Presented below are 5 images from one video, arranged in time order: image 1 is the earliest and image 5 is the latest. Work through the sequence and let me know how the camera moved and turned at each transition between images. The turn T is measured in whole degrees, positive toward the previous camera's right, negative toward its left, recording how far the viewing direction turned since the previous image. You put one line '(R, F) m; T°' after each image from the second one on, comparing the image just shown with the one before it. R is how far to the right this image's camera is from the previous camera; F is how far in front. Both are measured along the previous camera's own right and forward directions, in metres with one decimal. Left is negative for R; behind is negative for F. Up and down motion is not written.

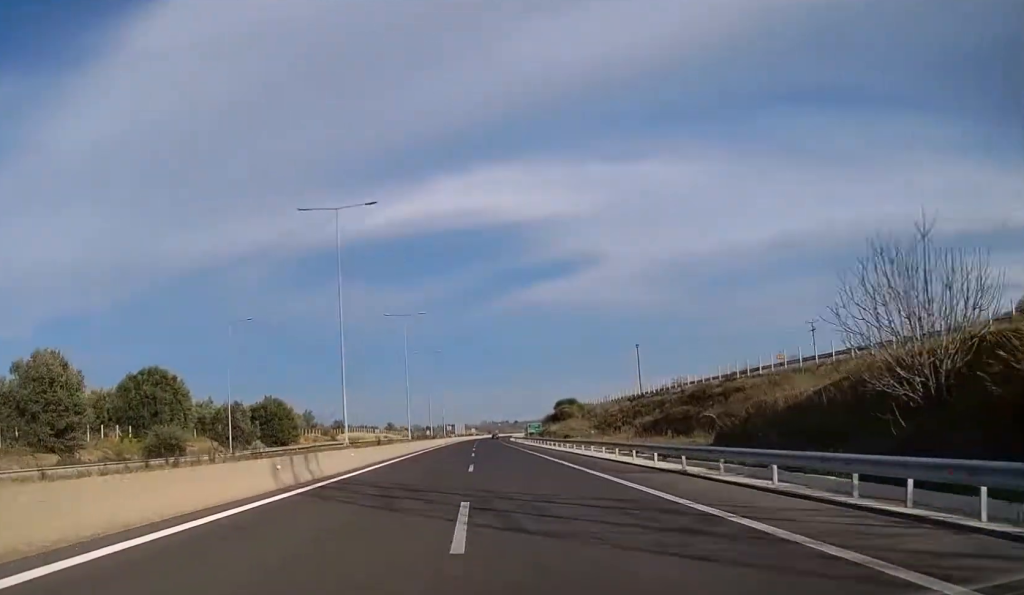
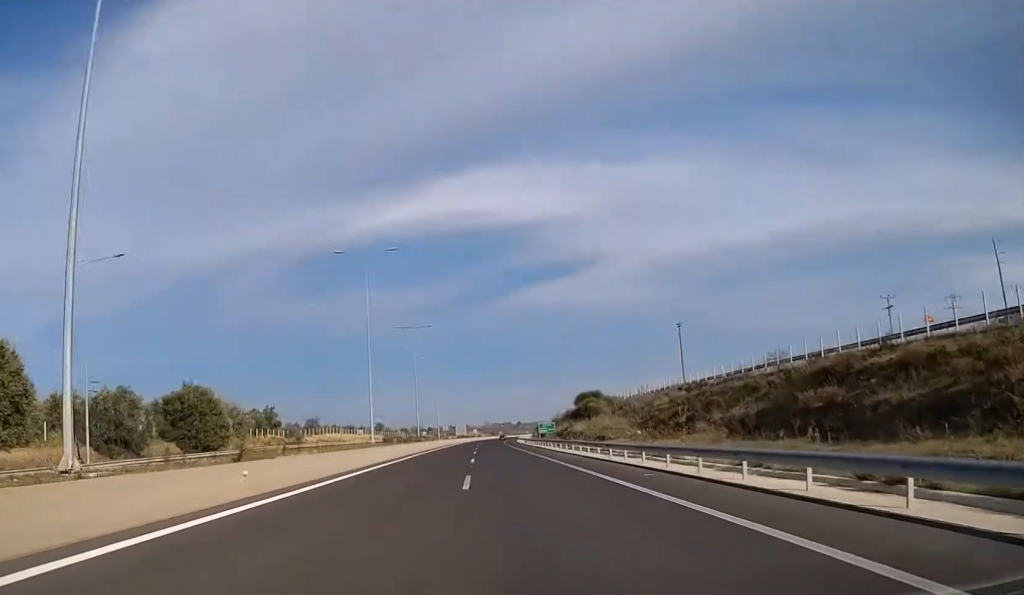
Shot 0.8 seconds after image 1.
(-0.2, +26.1) m; 0°
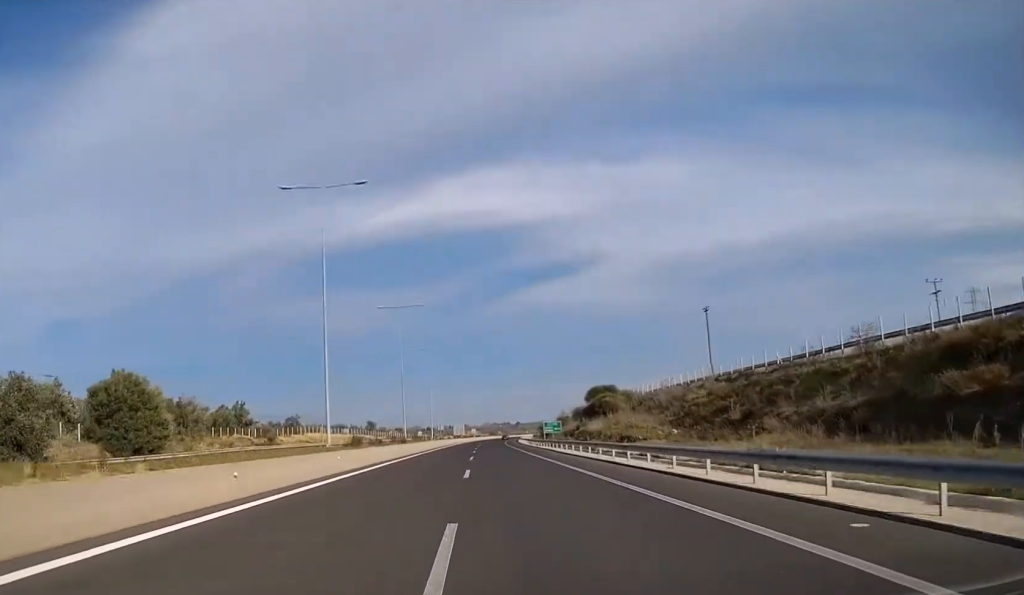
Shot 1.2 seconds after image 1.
(+0.1, +13.0) m; 0°
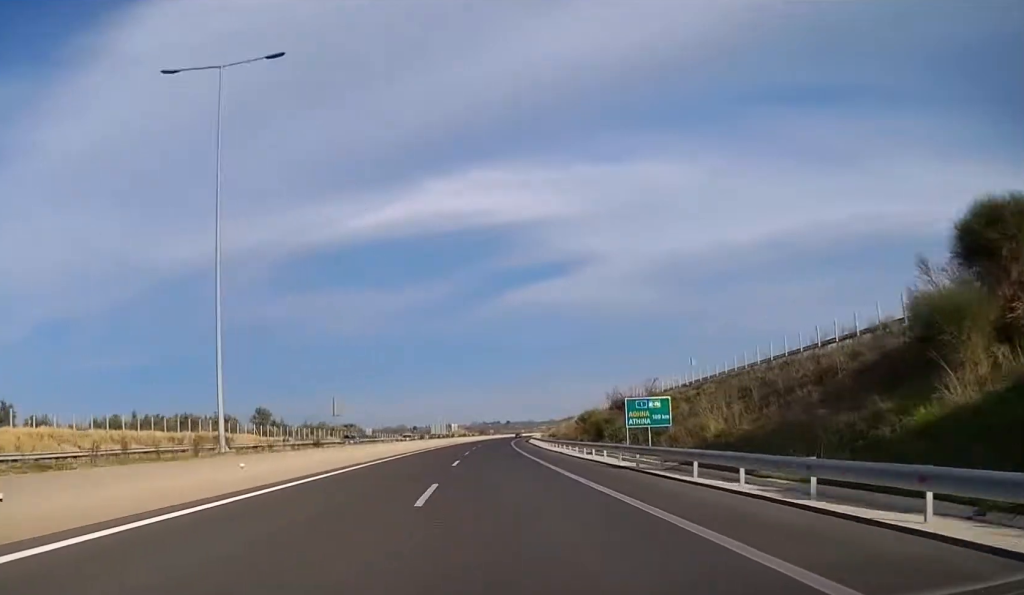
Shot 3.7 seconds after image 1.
(-0.3, +80.4) m; 0°
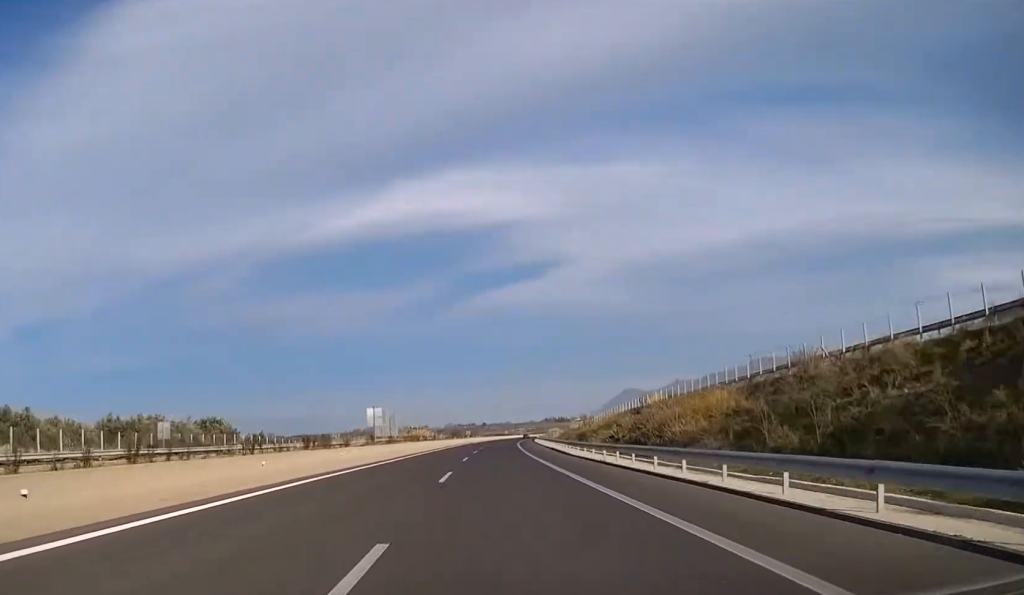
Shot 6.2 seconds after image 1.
(+0.8, +82.9) m; +1°
